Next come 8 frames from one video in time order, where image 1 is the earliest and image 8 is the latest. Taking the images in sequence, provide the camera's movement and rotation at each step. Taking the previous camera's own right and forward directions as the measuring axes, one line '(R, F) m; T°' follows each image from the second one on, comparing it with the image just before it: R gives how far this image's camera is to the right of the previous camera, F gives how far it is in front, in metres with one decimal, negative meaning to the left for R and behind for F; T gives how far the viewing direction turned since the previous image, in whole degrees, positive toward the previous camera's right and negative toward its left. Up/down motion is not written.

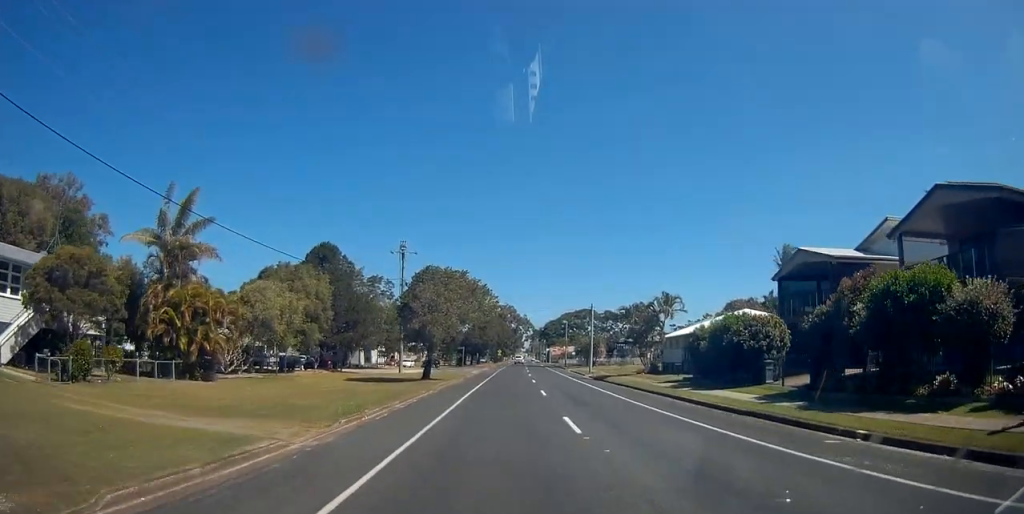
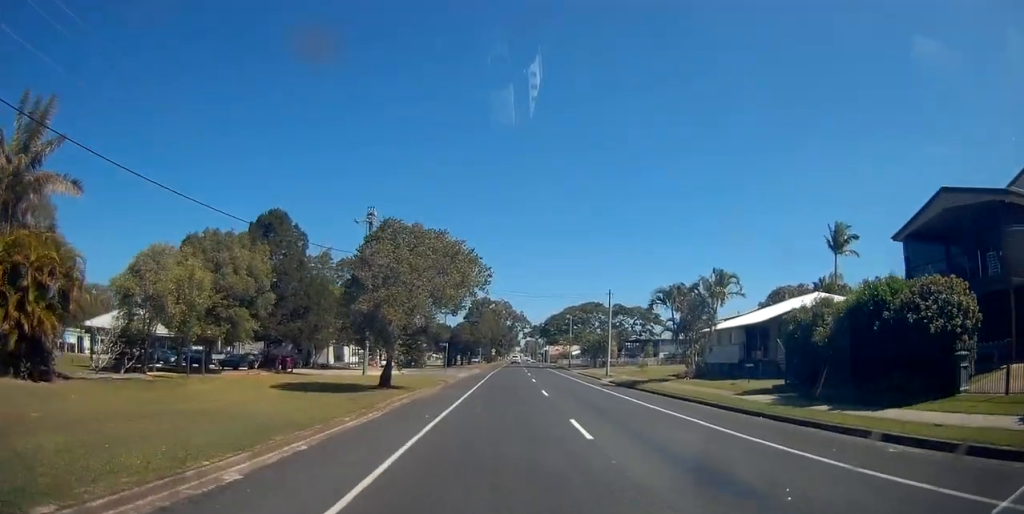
(-0.1, +13.2) m; +2°
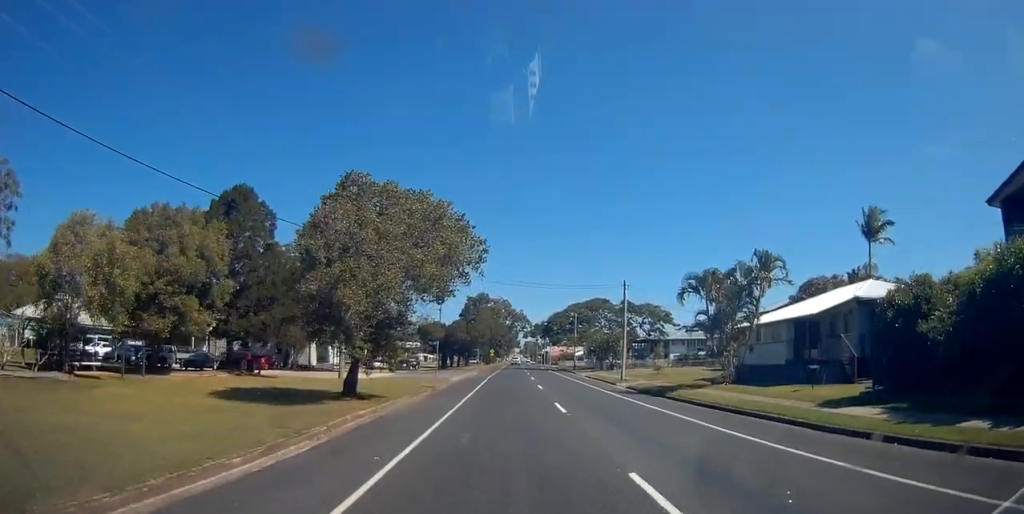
(+0.1, +6.6) m; +1°
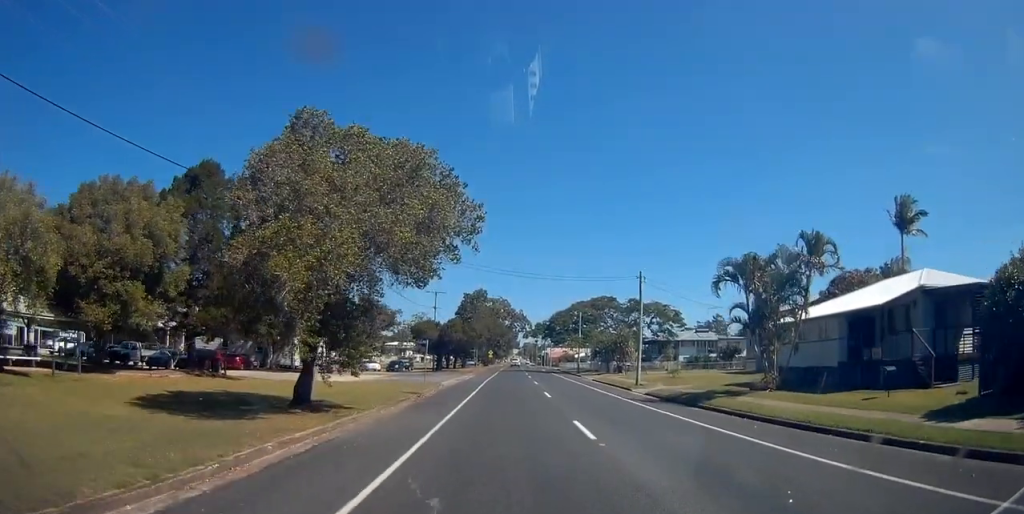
(+0.3, +5.4) m; 0°
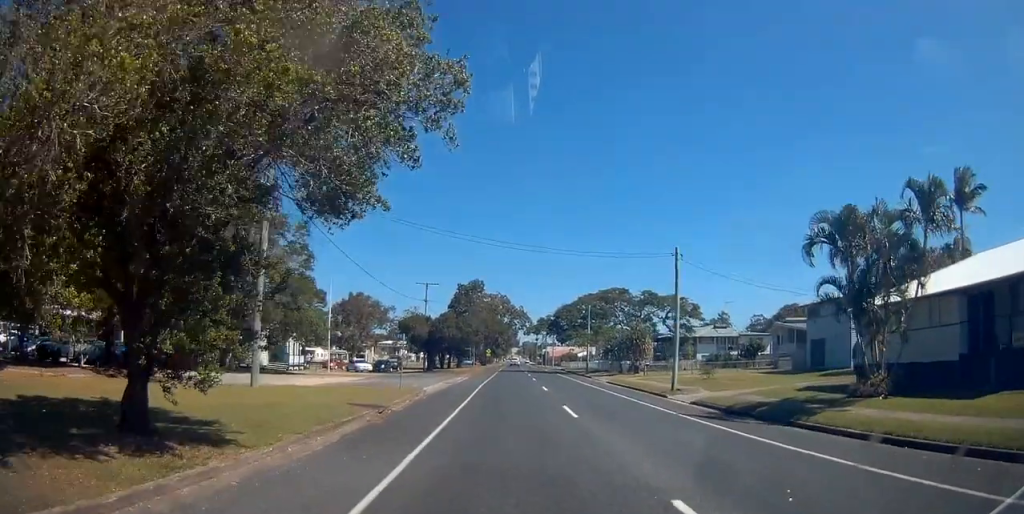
(0.0, +8.4) m; -1°
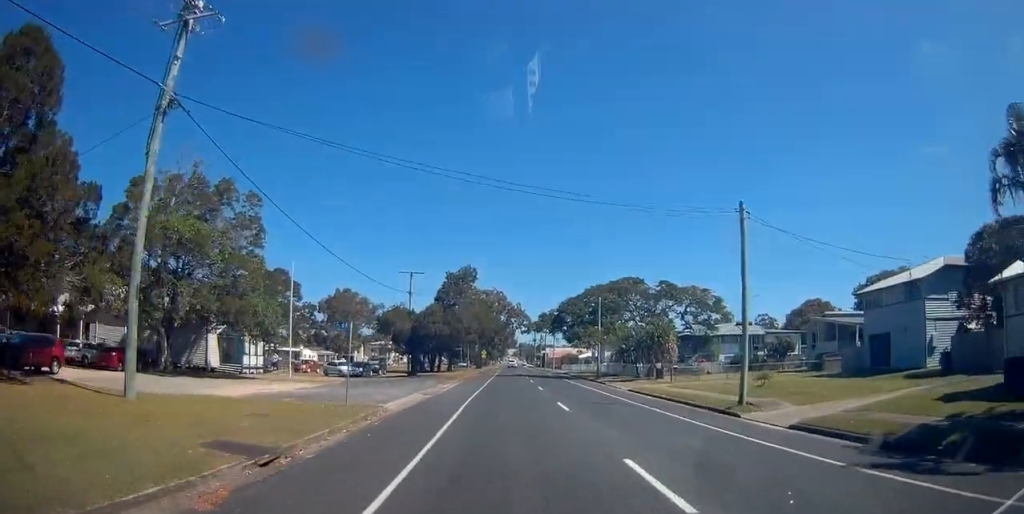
(-0.4, +9.3) m; -2°
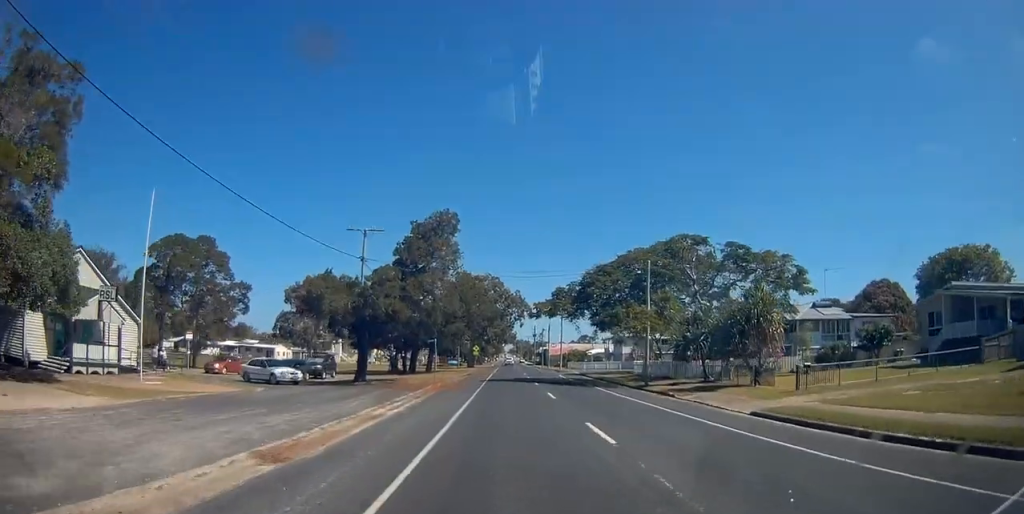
(+0.8, +19.9) m; +3°
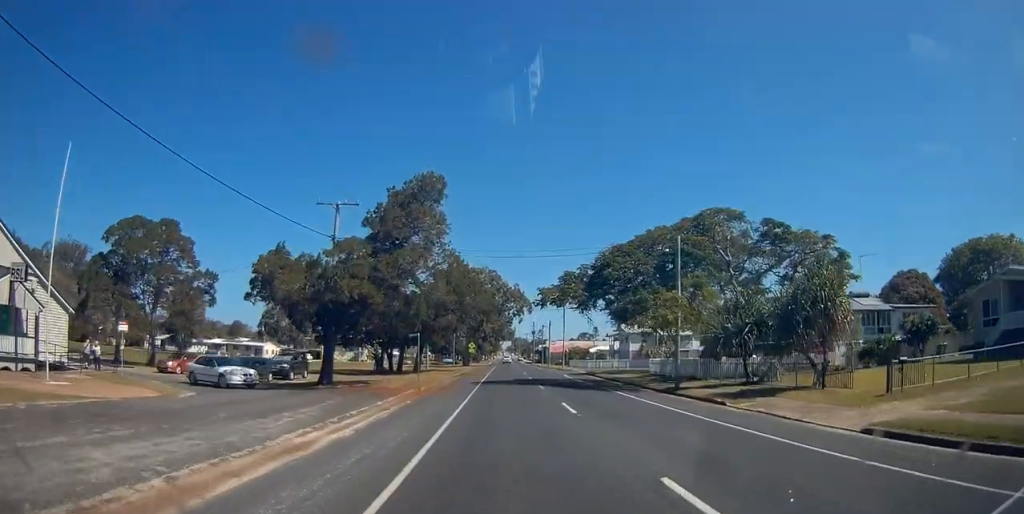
(+0.3, +6.9) m; 0°
